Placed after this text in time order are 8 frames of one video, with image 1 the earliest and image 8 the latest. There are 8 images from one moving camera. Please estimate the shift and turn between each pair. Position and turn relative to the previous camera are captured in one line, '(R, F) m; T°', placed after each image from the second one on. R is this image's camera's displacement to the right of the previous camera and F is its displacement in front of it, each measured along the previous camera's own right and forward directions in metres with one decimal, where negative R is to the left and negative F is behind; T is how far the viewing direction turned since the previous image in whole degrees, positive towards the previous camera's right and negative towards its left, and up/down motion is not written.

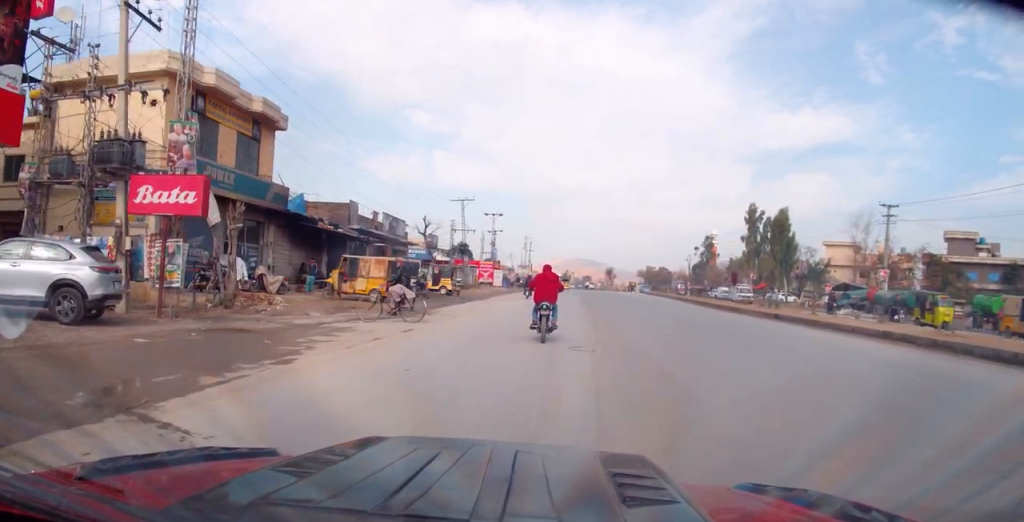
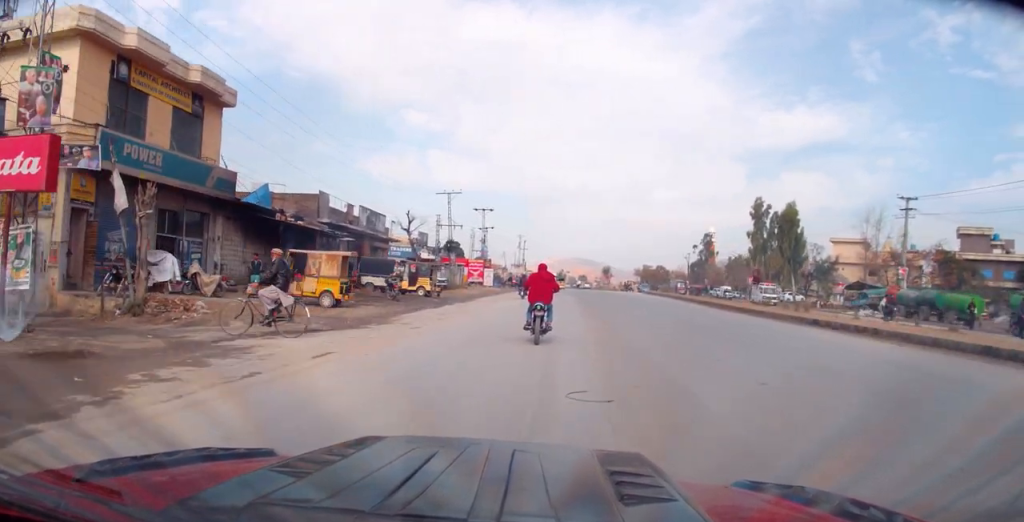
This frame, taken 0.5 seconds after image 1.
(-0.1, +4.8) m; +1°
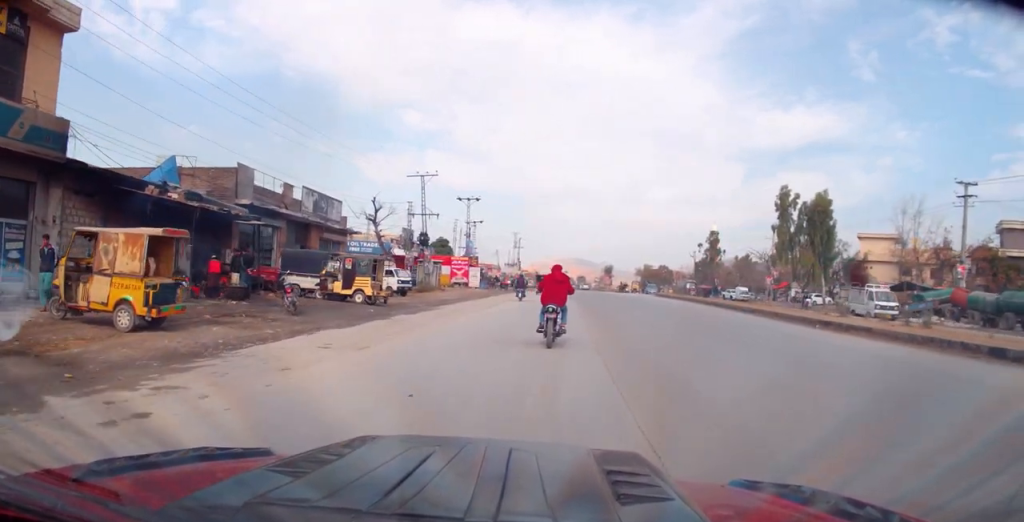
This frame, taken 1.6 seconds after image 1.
(+0.4, +11.1) m; 0°
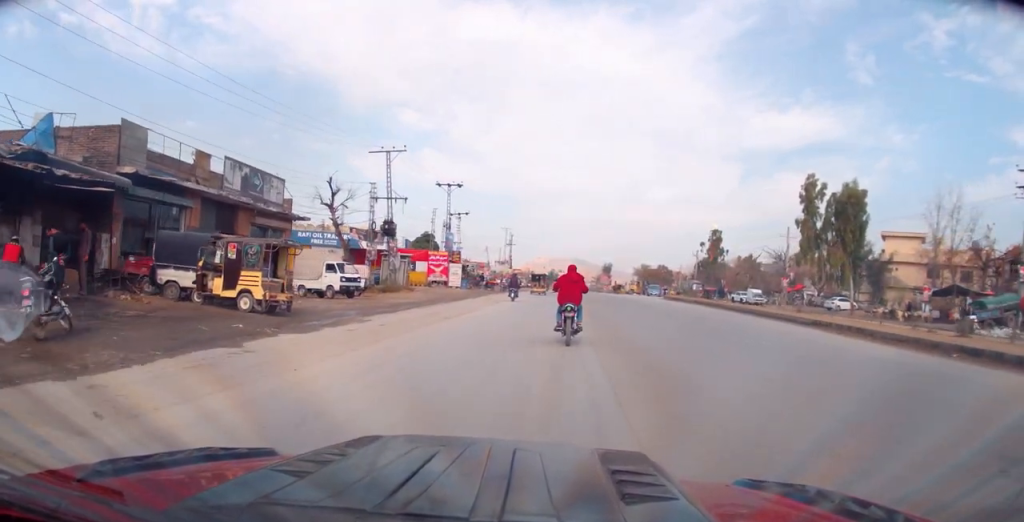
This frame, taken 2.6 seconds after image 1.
(-0.4, +9.4) m; 0°
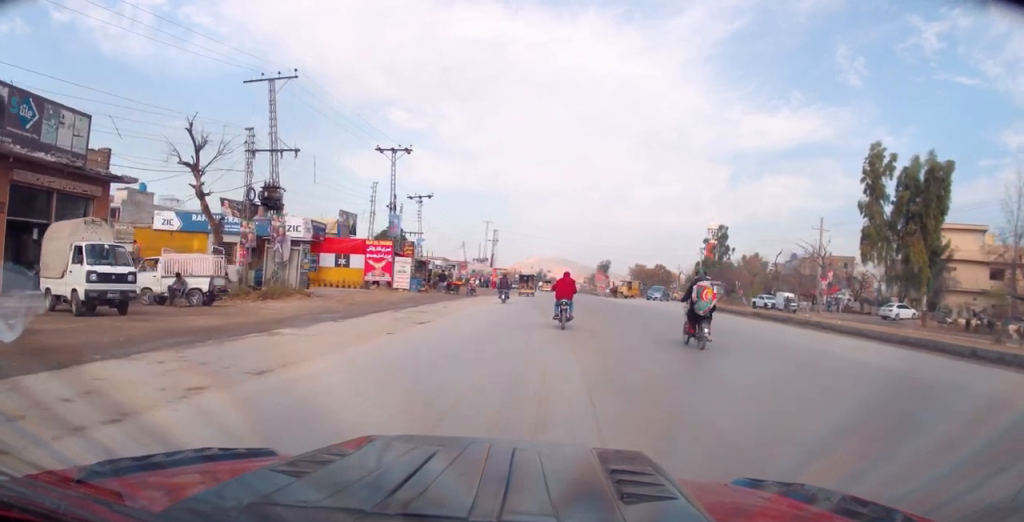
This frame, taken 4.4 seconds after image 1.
(+1.3, +16.7) m; +3°
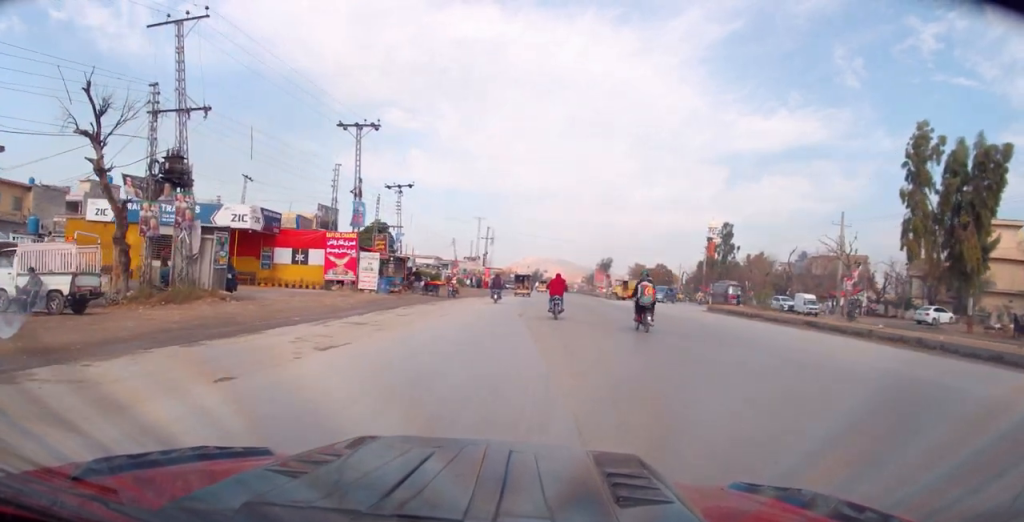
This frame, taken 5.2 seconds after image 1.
(-0.4, +6.5) m; -1°
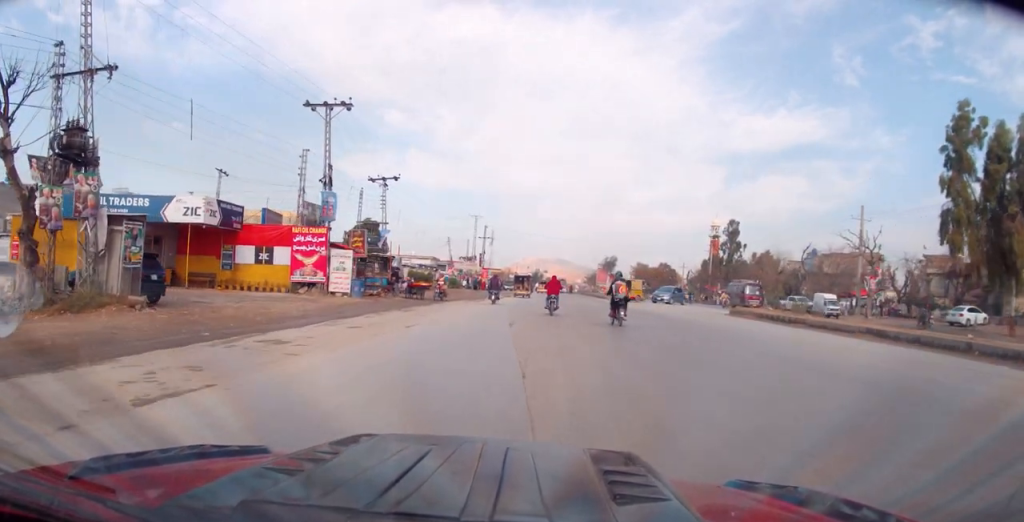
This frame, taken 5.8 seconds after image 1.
(+0.1, +4.5) m; 0°
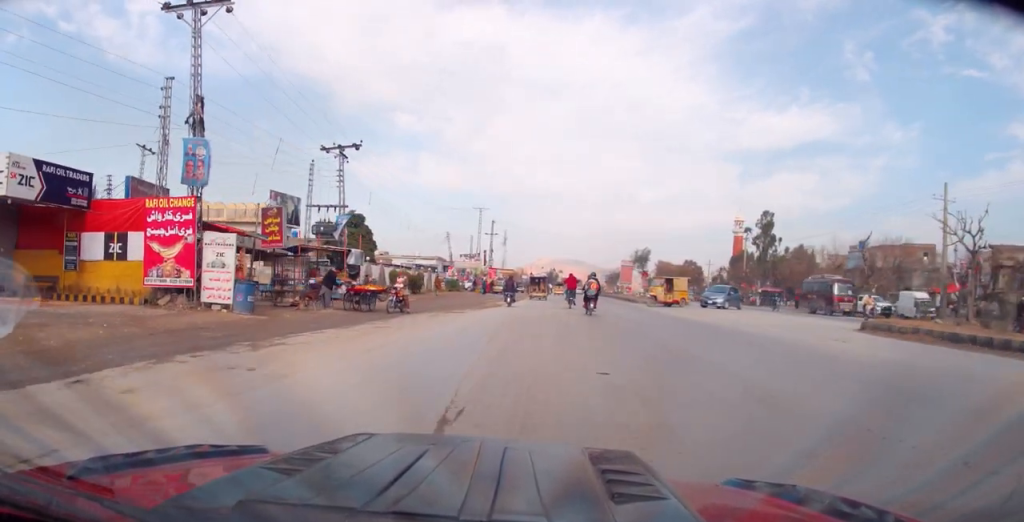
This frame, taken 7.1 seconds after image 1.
(-0.1, +11.6) m; -1°
